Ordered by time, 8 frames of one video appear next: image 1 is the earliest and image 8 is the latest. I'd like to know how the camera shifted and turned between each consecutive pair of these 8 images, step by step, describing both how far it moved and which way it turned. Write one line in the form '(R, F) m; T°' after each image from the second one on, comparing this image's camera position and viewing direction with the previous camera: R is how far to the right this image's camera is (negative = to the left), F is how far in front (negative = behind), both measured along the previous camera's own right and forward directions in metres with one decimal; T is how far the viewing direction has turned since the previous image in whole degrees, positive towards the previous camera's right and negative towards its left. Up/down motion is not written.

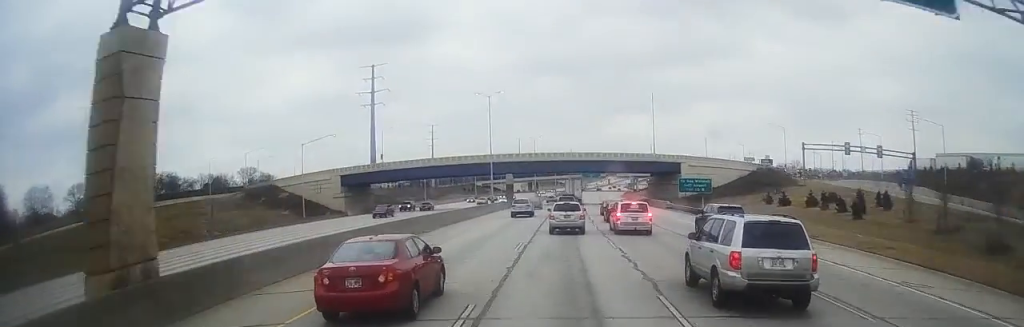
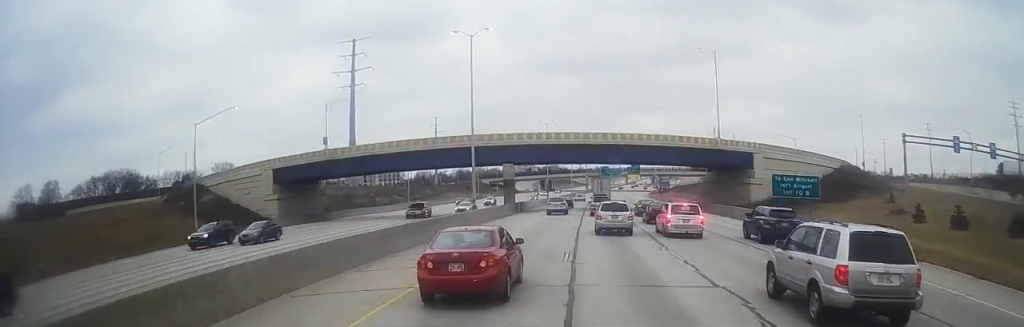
(+0.3, +34.3) m; +1°
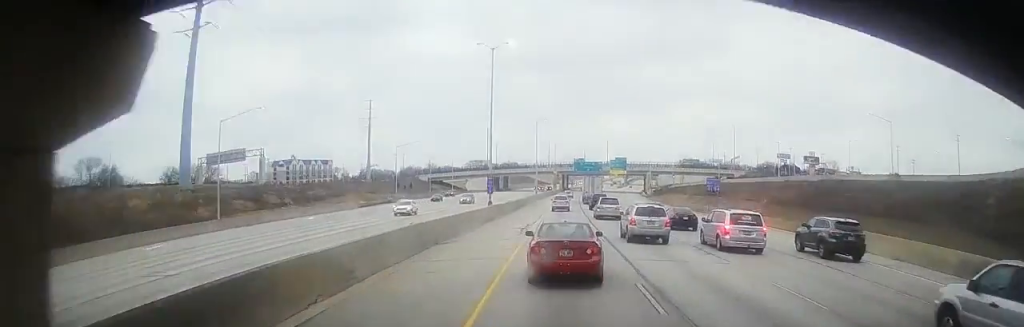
(+0.7, +67.0) m; +1°
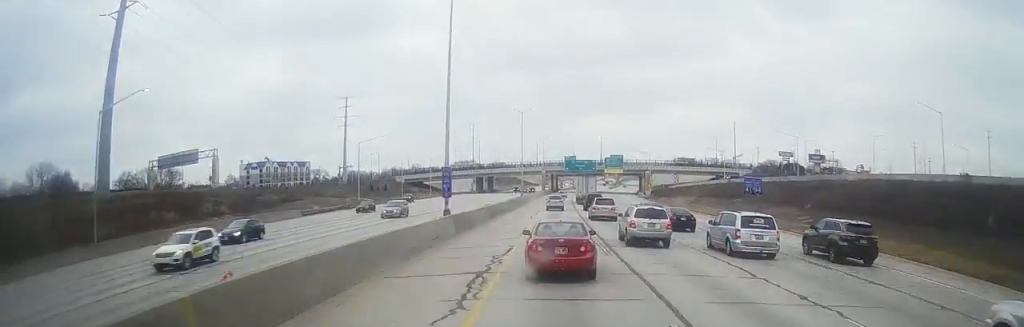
(0.0, +19.4) m; 0°
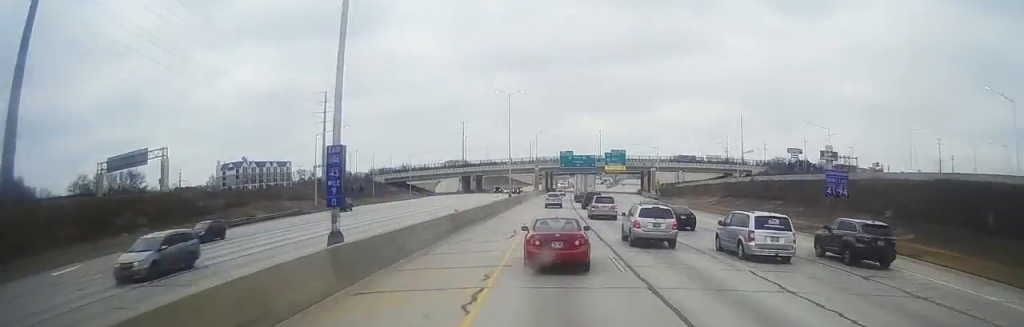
(0.0, +19.4) m; 0°
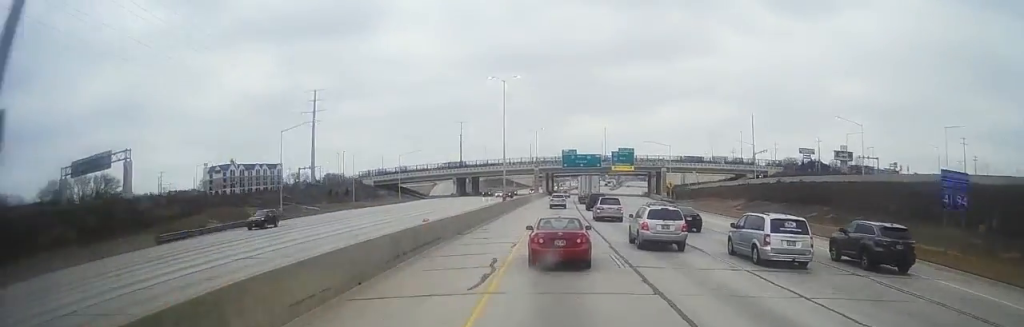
(0.0, +13.6) m; 0°
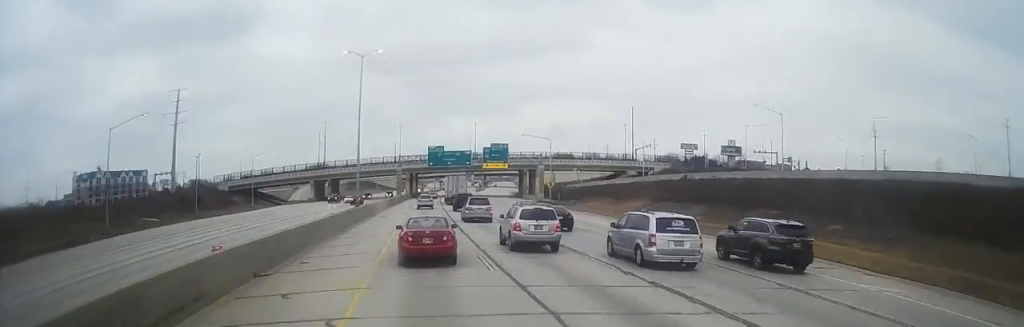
(0.0, +15.5) m; 0°
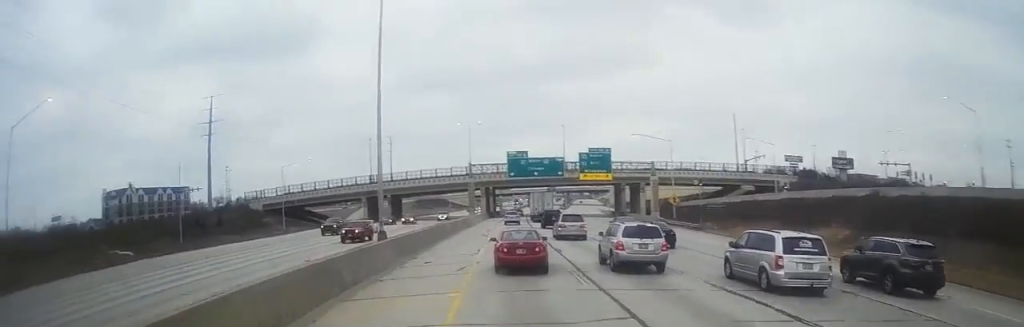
(0.0, +29.1) m; 0°
